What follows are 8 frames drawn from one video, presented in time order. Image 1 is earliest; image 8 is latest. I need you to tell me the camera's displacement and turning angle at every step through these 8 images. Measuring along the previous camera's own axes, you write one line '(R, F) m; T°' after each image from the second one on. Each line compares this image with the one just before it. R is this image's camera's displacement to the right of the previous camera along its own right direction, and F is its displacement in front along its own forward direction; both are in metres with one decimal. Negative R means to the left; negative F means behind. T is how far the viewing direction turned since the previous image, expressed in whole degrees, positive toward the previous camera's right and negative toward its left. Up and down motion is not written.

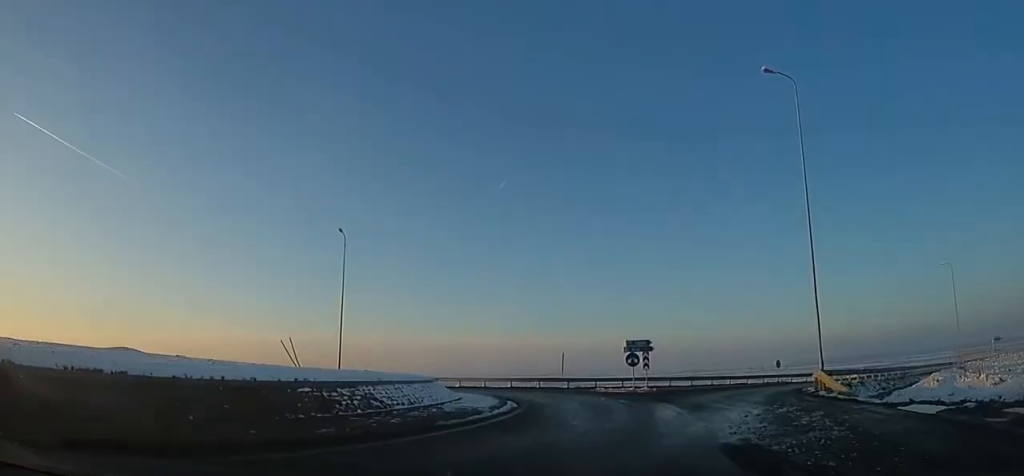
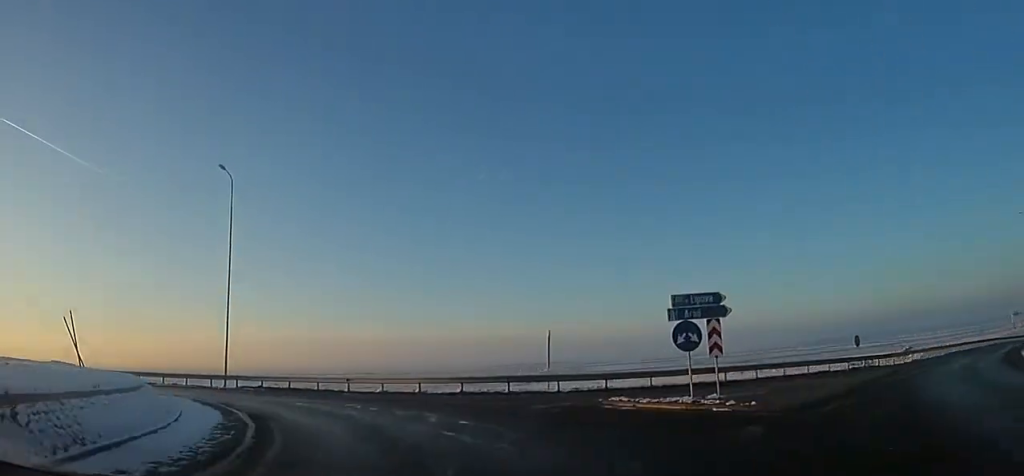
(+1.1, +16.6) m; -6°
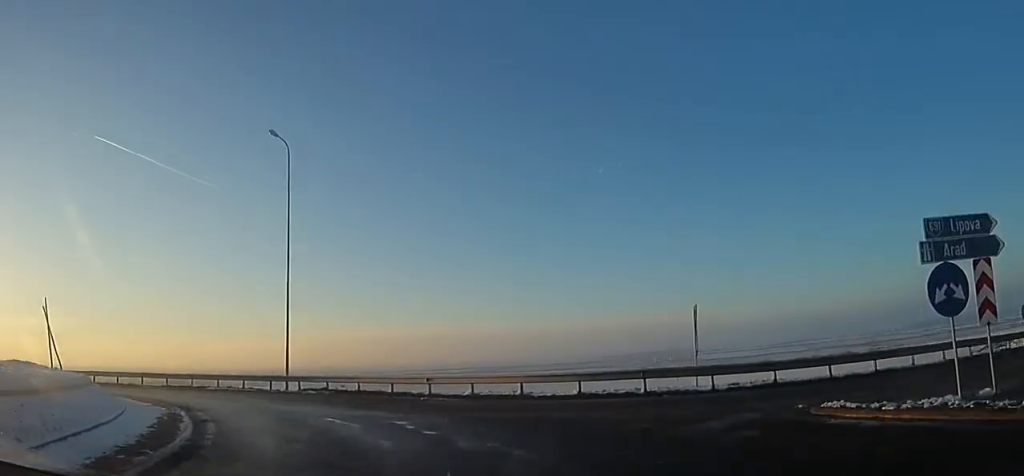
(+0.7, +6.1) m; -7°
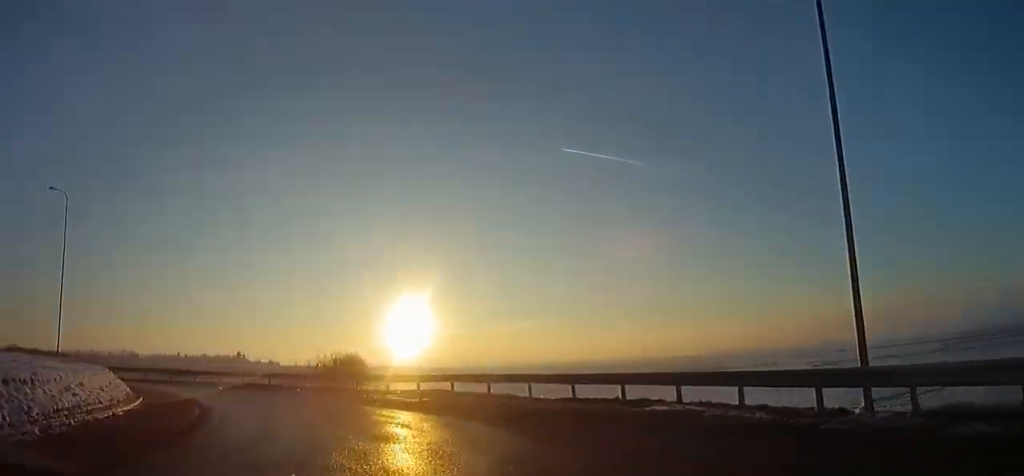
(-6.5, +14.4) m; -54°
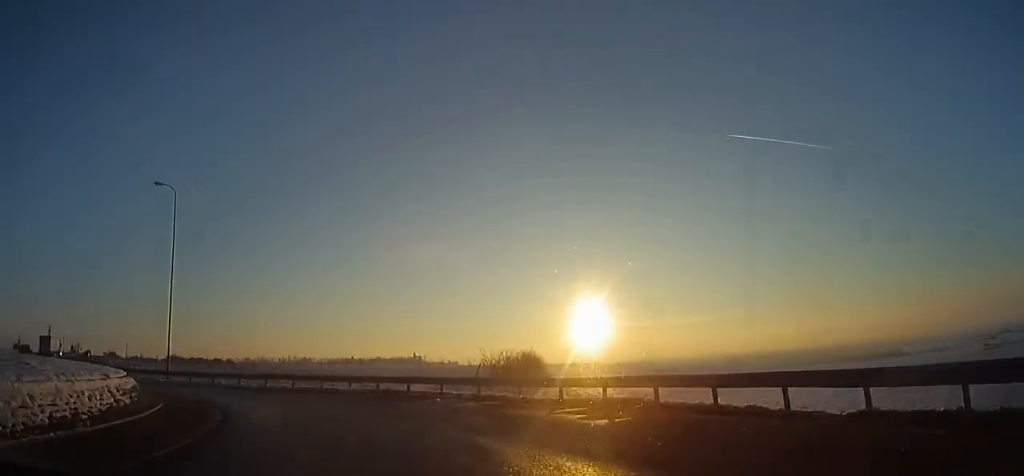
(-1.6, +5.8) m; -20°
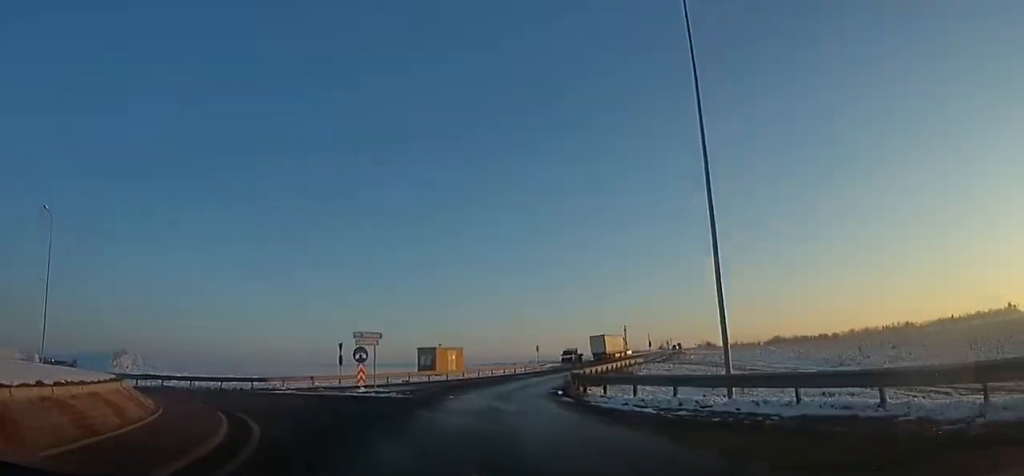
(-11.3, +18.3) m; -54°
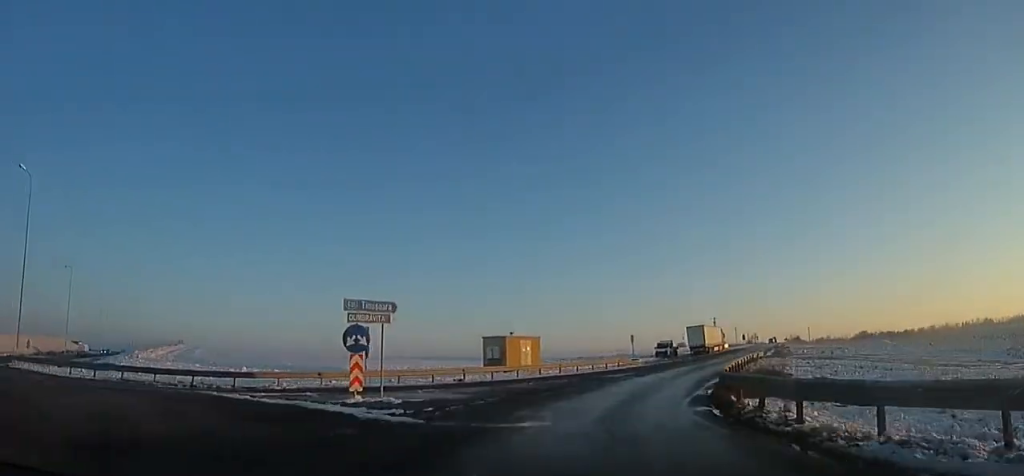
(-2.1, +10.2) m; -9°
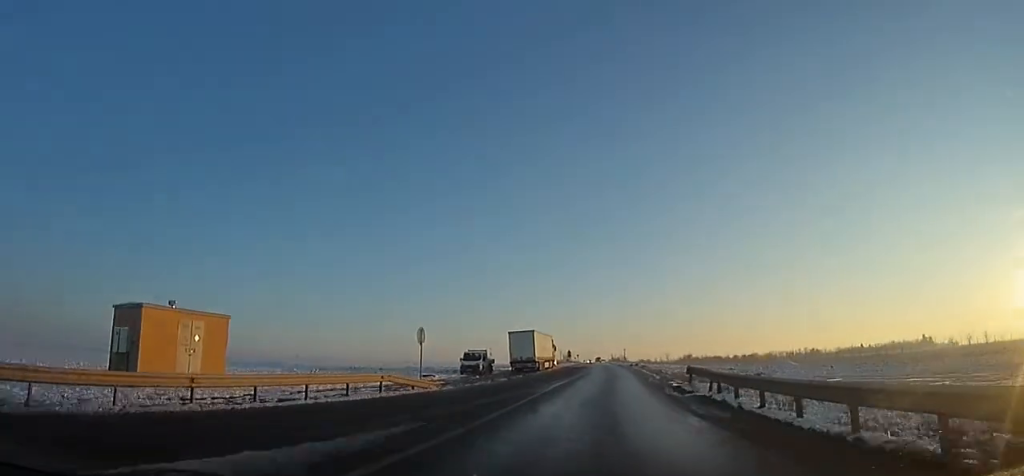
(-0.2, +22.4) m; +10°
